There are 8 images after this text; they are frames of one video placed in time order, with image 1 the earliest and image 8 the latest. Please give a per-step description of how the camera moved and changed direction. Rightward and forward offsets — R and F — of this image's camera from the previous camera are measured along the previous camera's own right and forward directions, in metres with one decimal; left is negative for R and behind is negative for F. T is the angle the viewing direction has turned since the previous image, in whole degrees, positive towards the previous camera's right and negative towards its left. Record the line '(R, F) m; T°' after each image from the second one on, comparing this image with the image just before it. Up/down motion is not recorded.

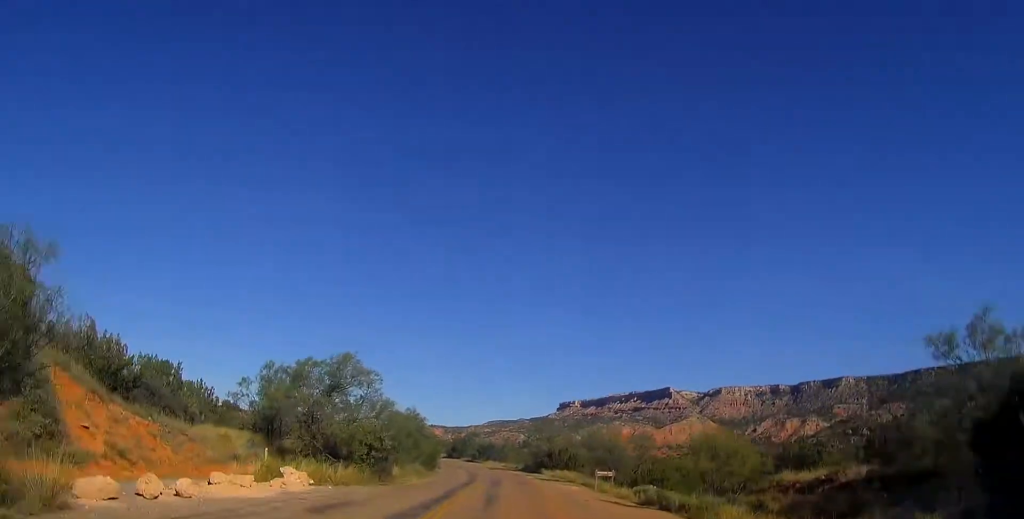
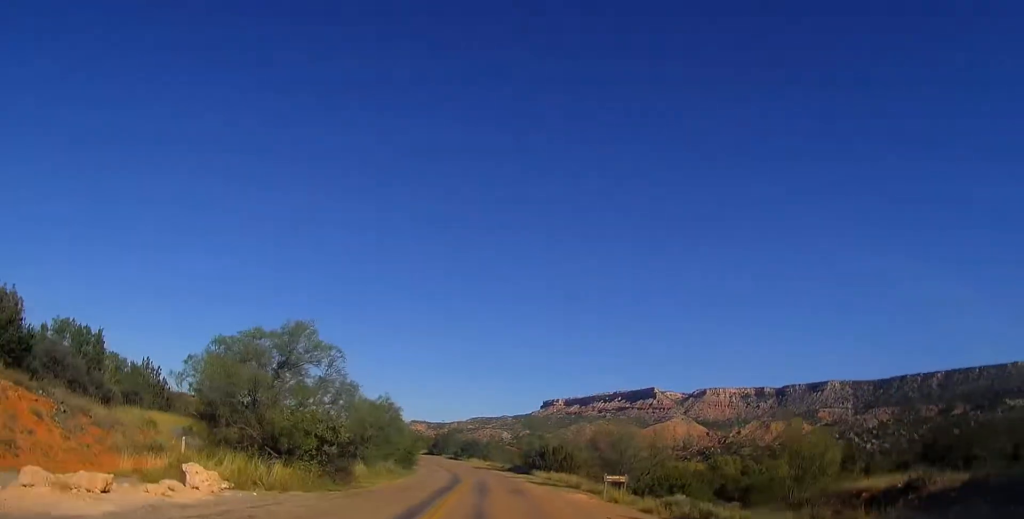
(+0.3, +6.7) m; +1°
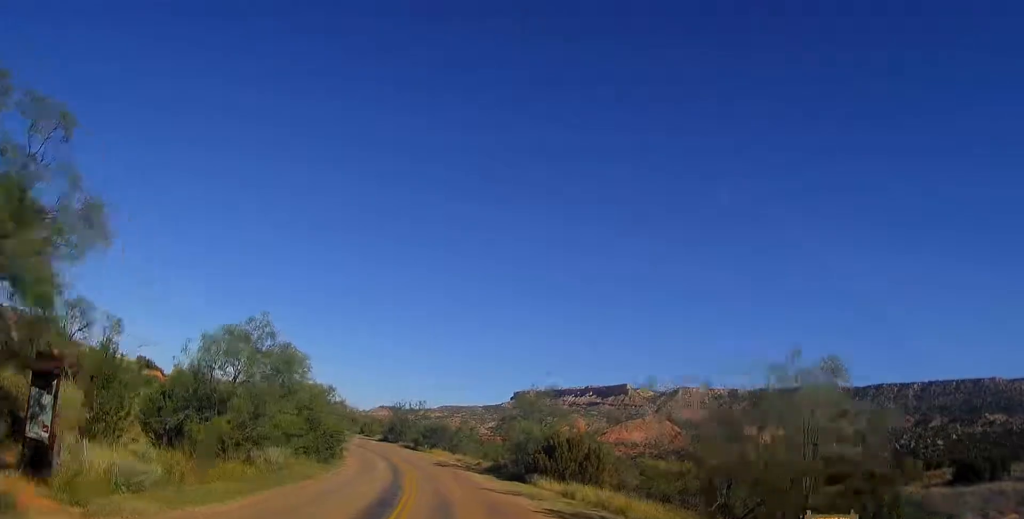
(+0.2, +20.7) m; 0°
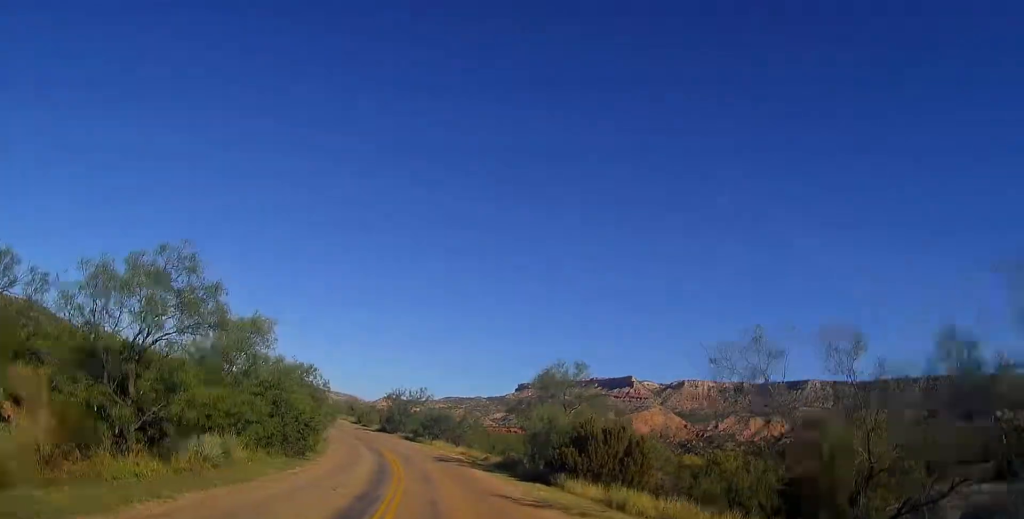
(0.0, +6.7) m; -1°
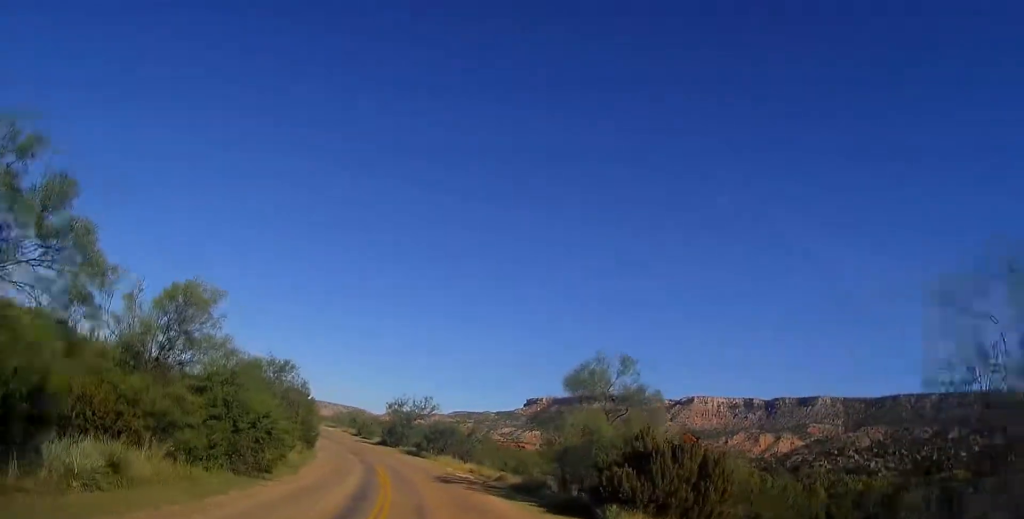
(+0.1, +6.2) m; -1°
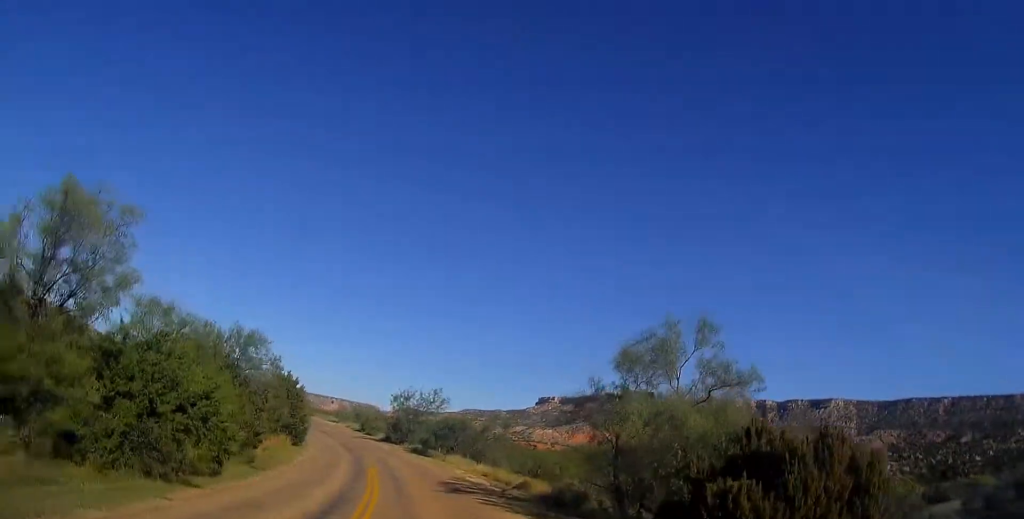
(-0.2, +6.5) m; -1°
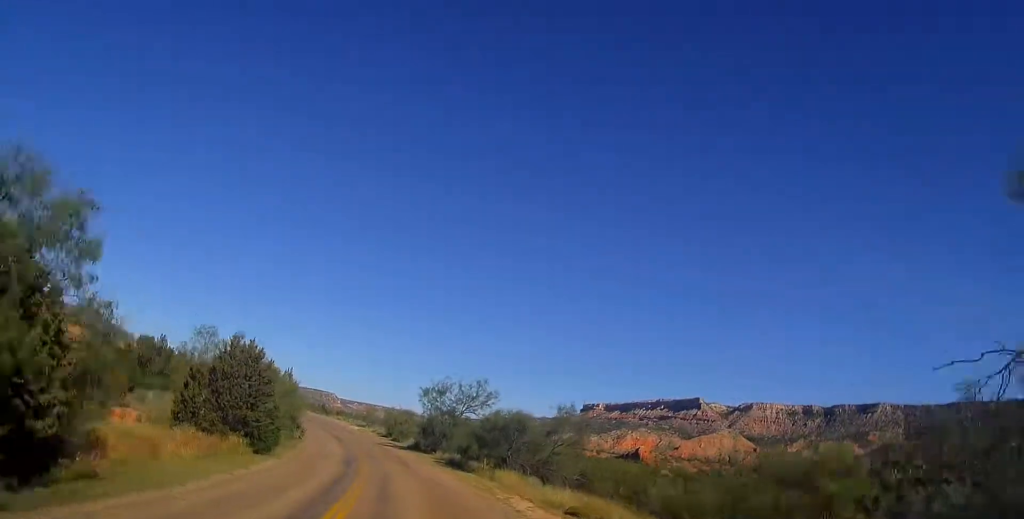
(-0.5, +14.5) m; -2°
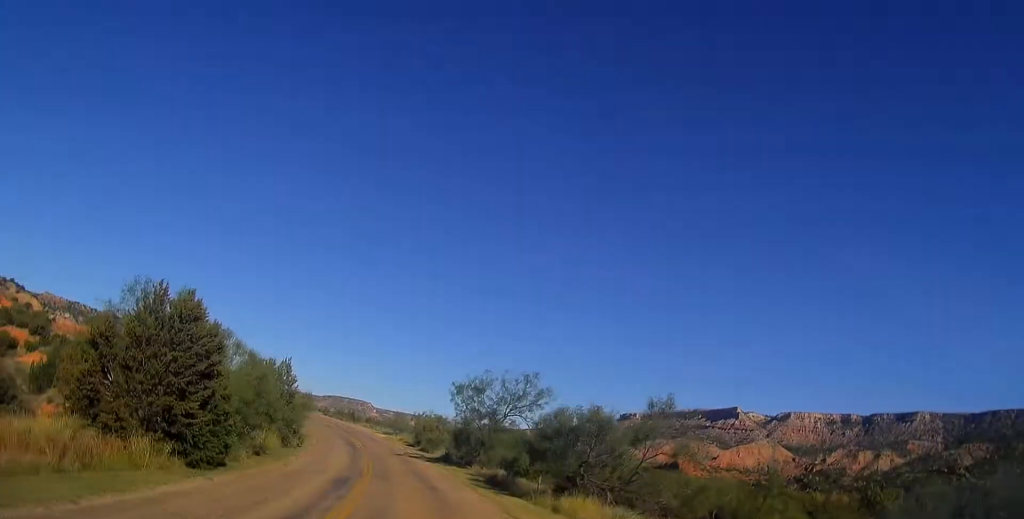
(0.0, +9.5) m; -1°
